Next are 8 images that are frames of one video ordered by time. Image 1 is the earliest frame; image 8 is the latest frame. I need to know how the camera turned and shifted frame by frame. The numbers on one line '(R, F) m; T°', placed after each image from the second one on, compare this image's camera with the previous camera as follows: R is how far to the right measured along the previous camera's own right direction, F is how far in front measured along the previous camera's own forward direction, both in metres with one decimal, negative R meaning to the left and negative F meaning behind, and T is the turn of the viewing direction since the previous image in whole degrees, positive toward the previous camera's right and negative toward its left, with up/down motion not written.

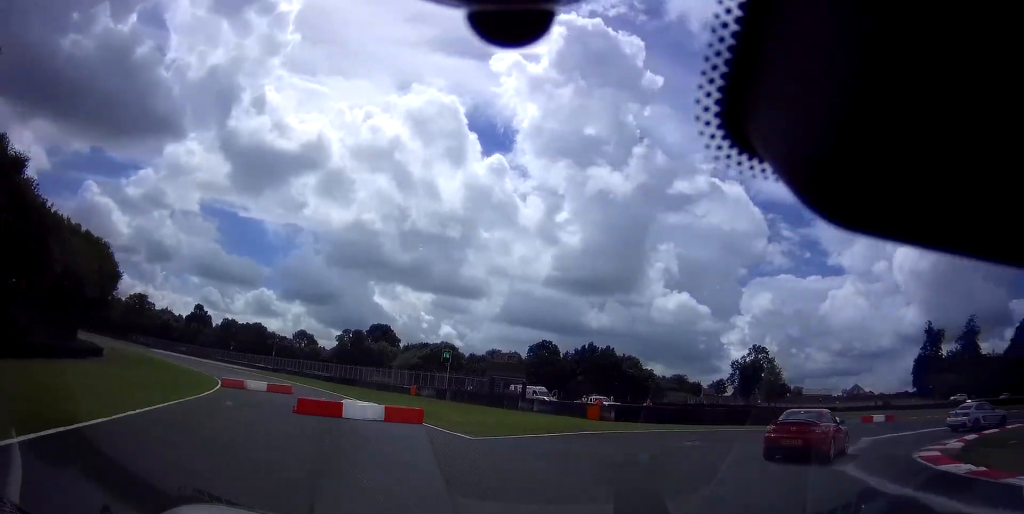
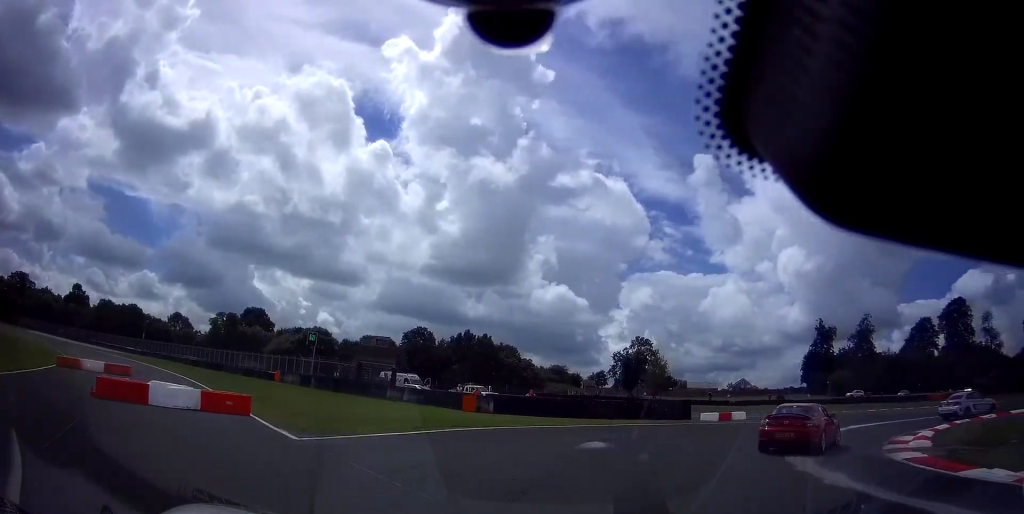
(+0.3, +4.2) m; +13°
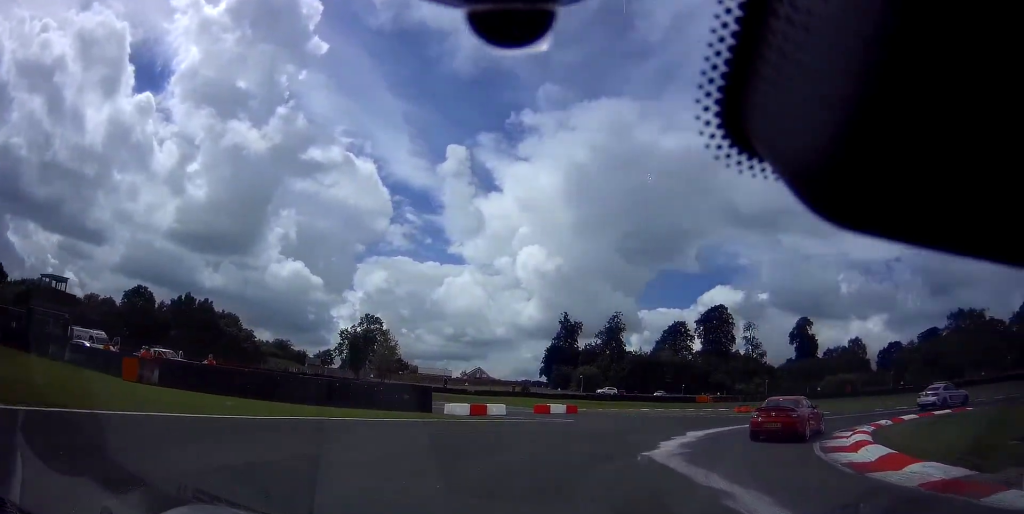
(+2.5, +9.1) m; +31°
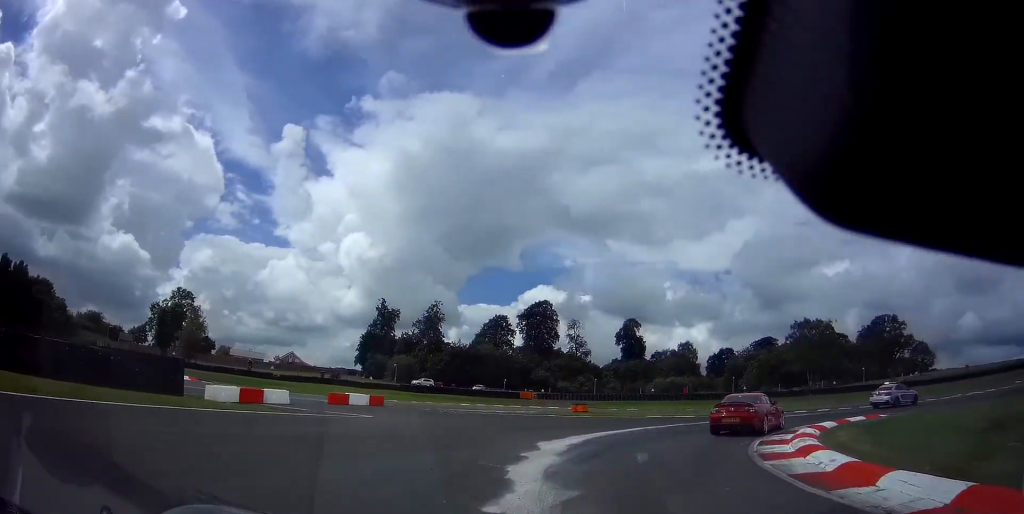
(+0.8, +5.8) m; +18°
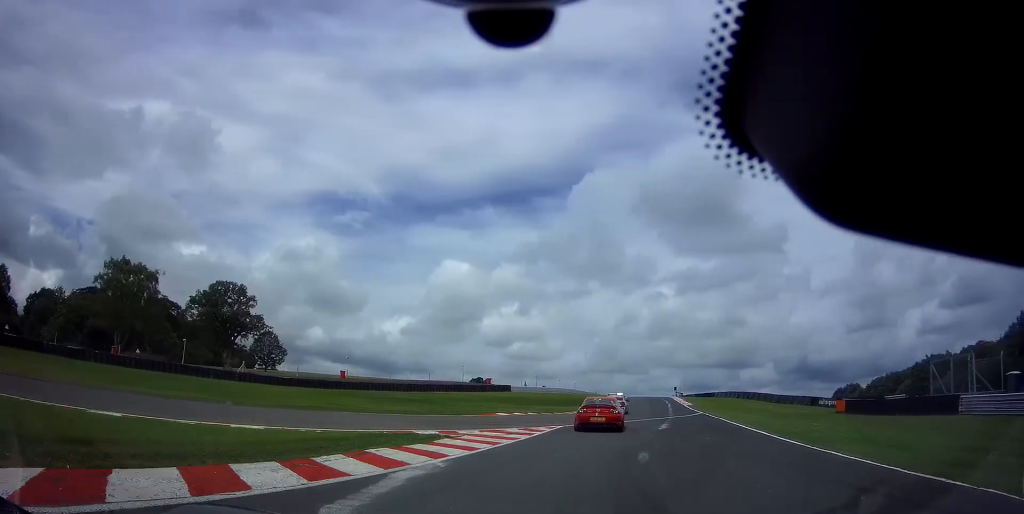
(+19.7, +26.3) m; +65°
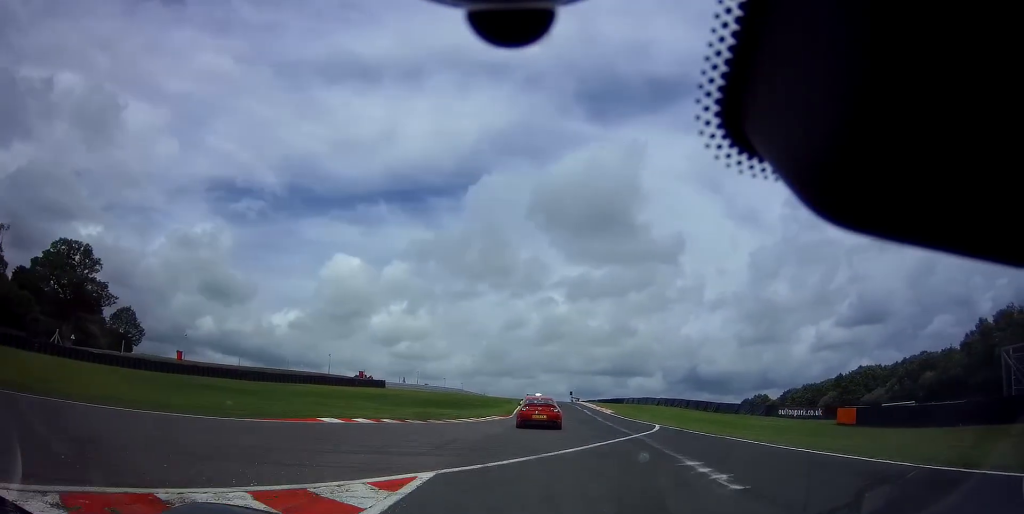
(+2.3, +14.8) m; +11°
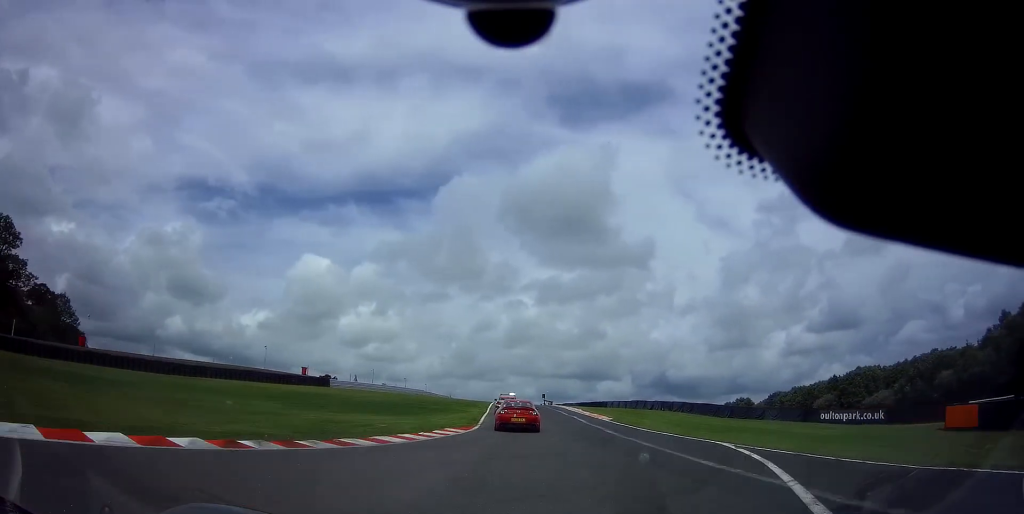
(+0.5, +11.9) m; +2°
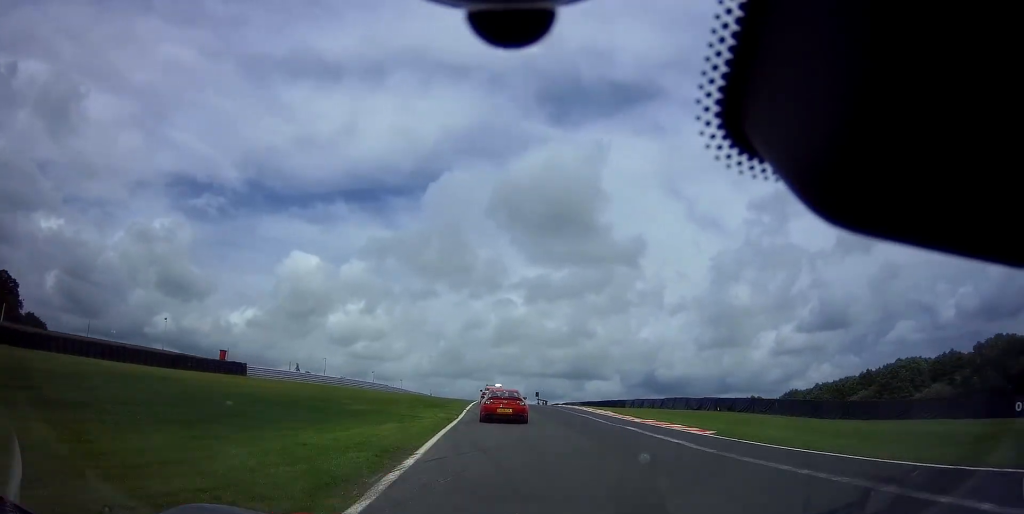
(+0.3, +18.8) m; +2°
